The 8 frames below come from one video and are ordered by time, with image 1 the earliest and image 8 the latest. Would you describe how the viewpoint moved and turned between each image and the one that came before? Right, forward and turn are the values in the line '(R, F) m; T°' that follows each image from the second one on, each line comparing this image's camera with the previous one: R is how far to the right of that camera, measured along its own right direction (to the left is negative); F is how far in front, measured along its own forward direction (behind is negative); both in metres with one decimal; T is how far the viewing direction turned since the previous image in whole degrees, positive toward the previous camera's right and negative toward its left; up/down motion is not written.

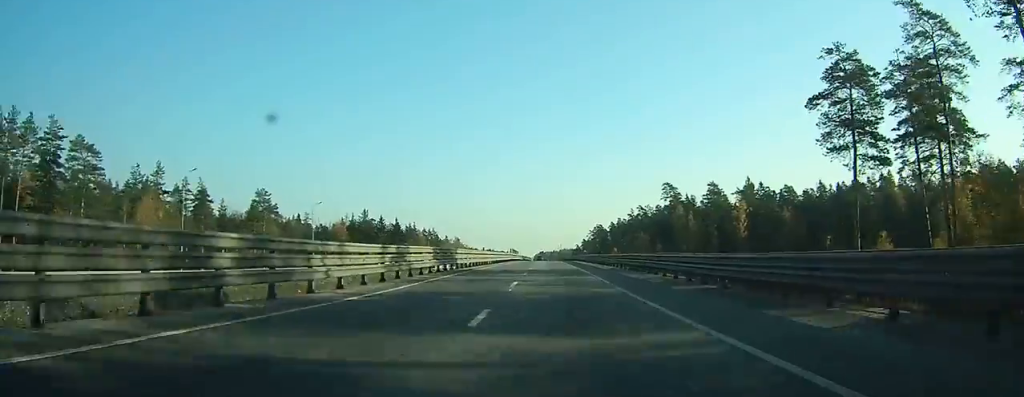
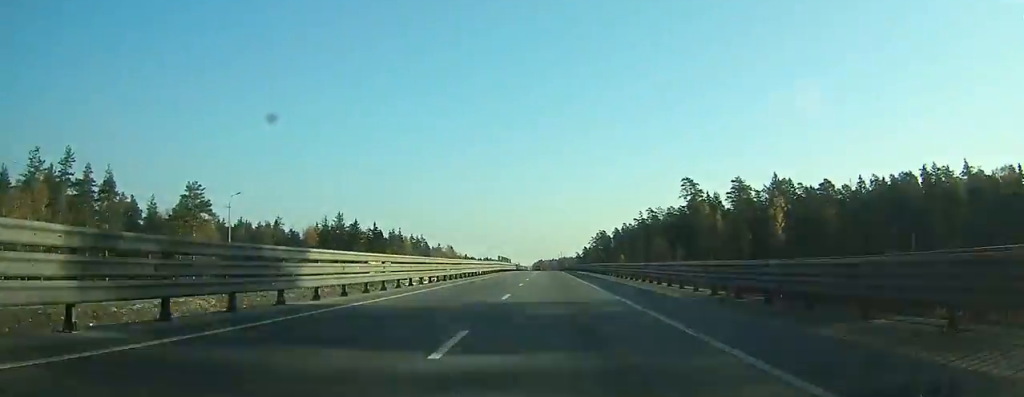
(-0.1, +26.7) m; 0°
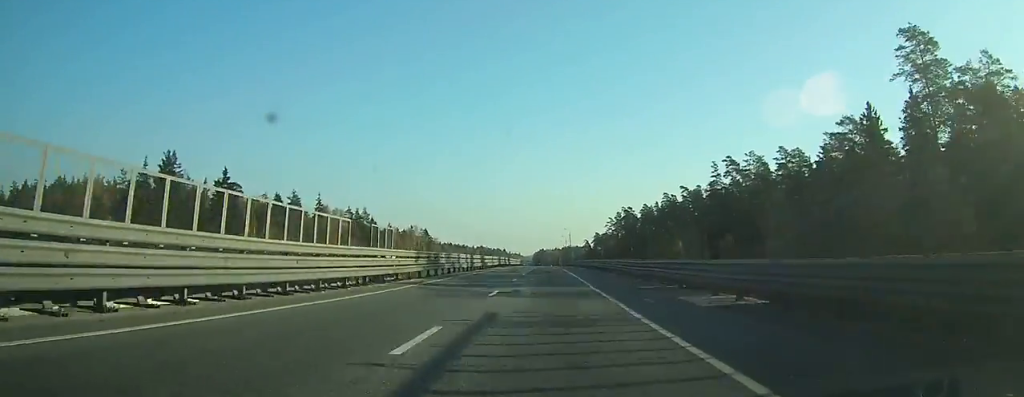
(-0.2, +96.1) m; 0°
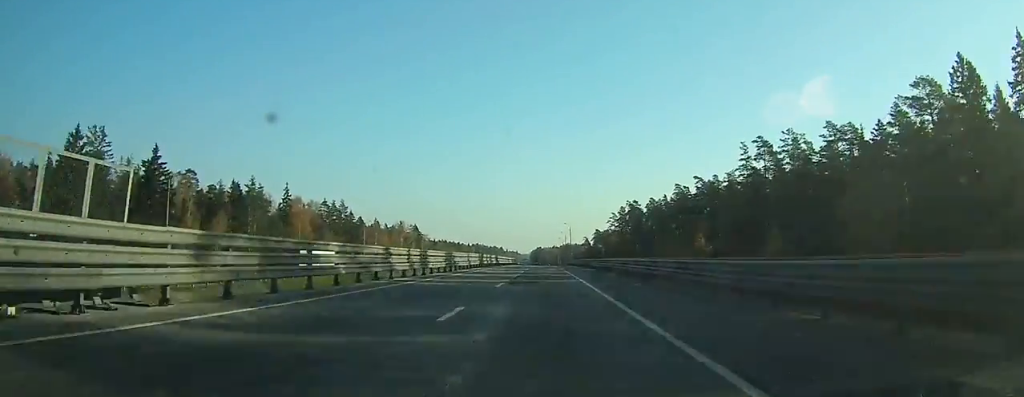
(+0.1, +20.4) m; 0°
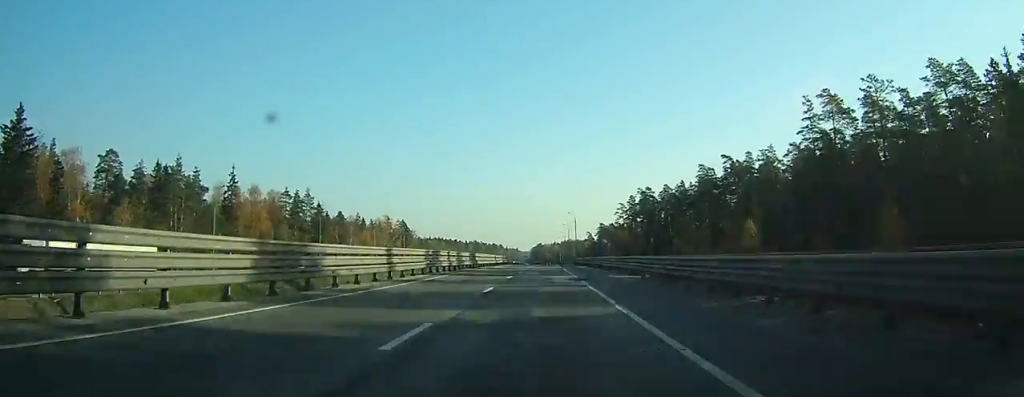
(+0.1, +27.3) m; 0°
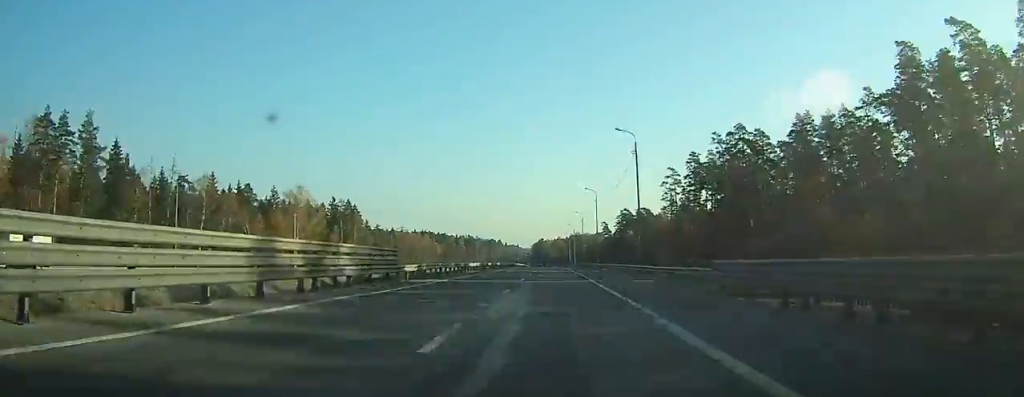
(+0.2, +84.0) m; 0°
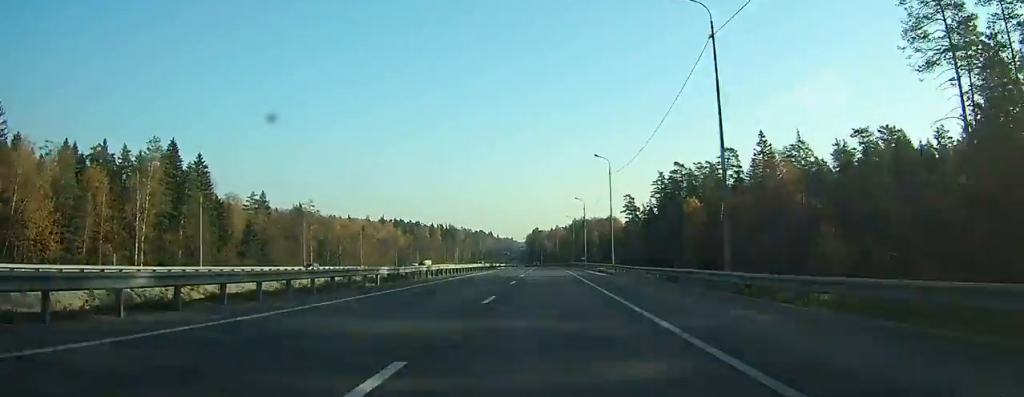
(0.0, +99.3) m; 0°
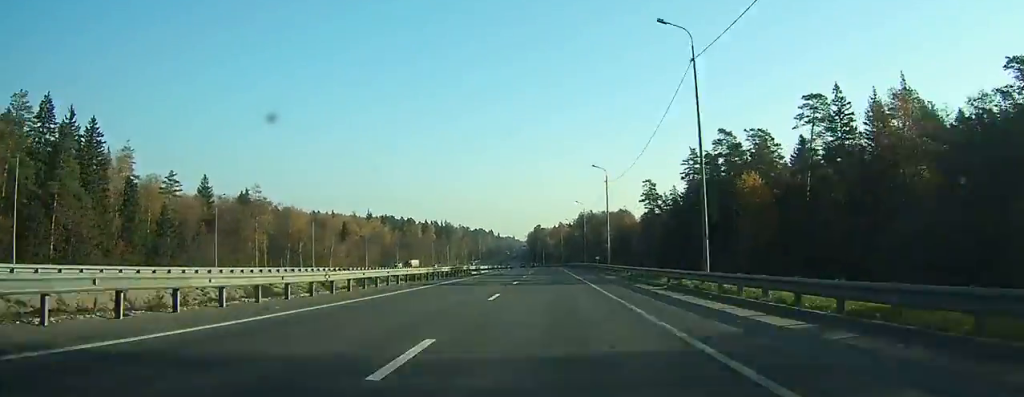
(0.0, +33.6) m; 0°
